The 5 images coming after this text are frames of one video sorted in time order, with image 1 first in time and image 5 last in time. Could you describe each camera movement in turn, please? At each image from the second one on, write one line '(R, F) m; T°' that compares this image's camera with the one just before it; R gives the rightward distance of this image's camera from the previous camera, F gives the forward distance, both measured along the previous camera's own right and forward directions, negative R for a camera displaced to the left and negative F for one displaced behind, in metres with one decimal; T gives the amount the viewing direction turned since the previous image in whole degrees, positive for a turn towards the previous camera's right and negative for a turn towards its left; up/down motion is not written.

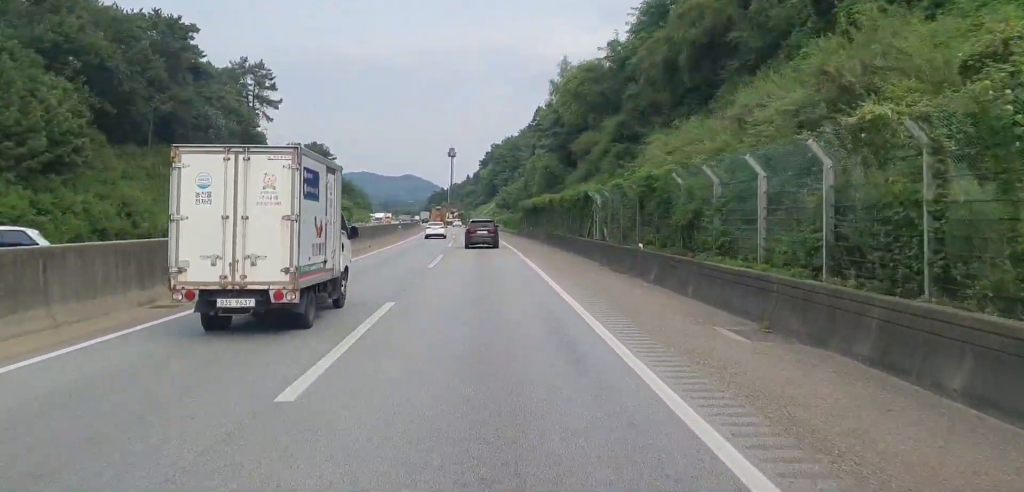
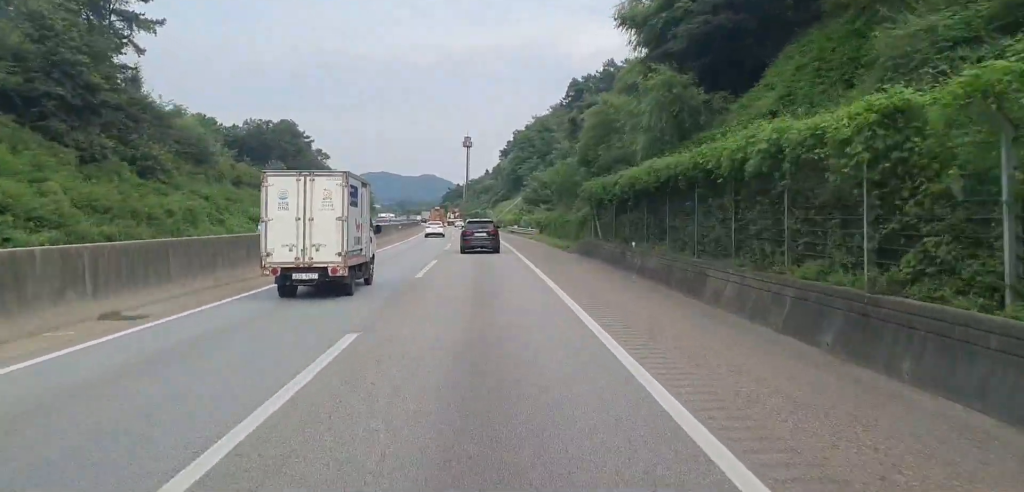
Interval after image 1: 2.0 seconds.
(-1.0, +44.7) m; -2°
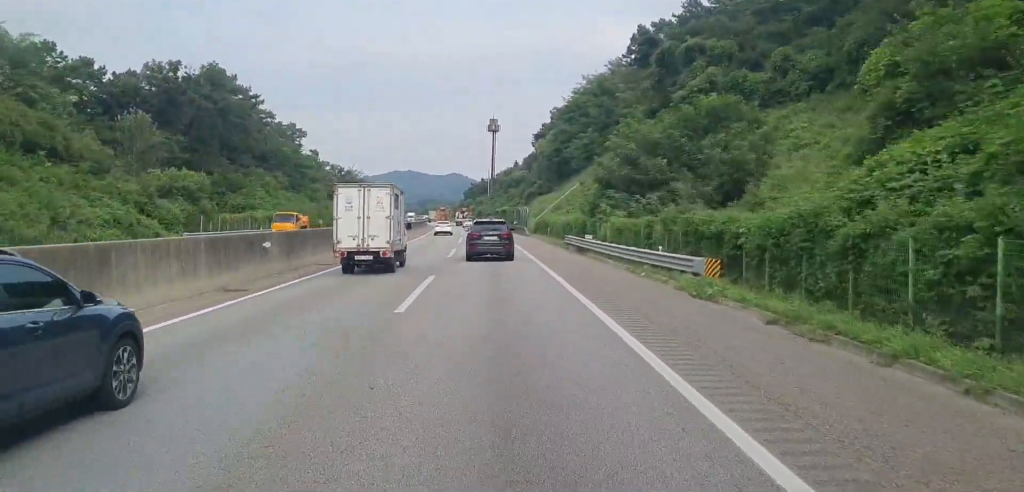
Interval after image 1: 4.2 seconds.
(-0.2, +44.0) m; 0°
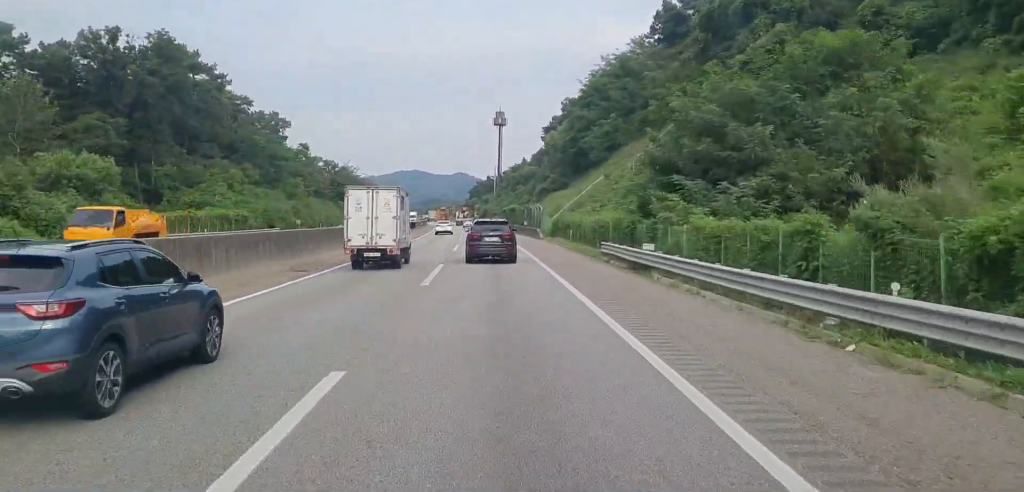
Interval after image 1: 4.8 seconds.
(0.0, +13.6) m; -1°
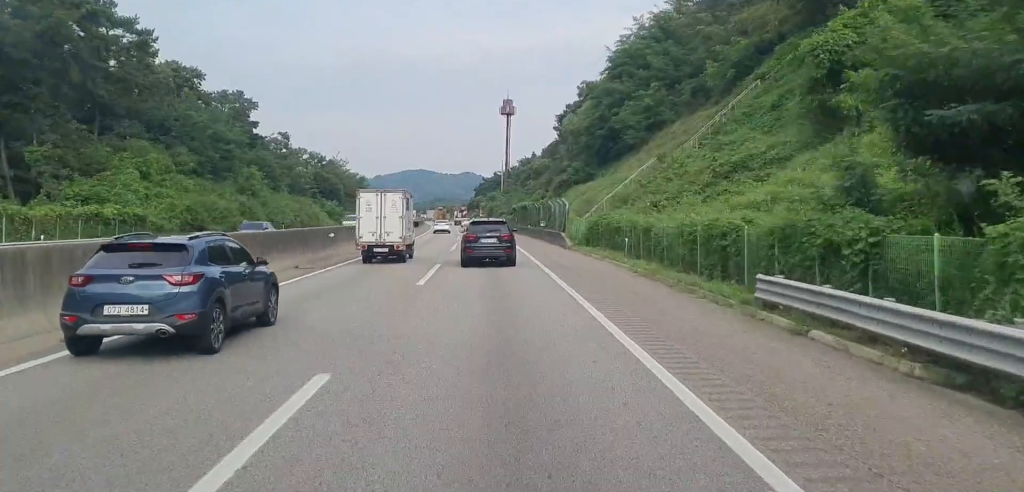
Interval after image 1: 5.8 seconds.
(-0.3, +19.2) m; 0°
